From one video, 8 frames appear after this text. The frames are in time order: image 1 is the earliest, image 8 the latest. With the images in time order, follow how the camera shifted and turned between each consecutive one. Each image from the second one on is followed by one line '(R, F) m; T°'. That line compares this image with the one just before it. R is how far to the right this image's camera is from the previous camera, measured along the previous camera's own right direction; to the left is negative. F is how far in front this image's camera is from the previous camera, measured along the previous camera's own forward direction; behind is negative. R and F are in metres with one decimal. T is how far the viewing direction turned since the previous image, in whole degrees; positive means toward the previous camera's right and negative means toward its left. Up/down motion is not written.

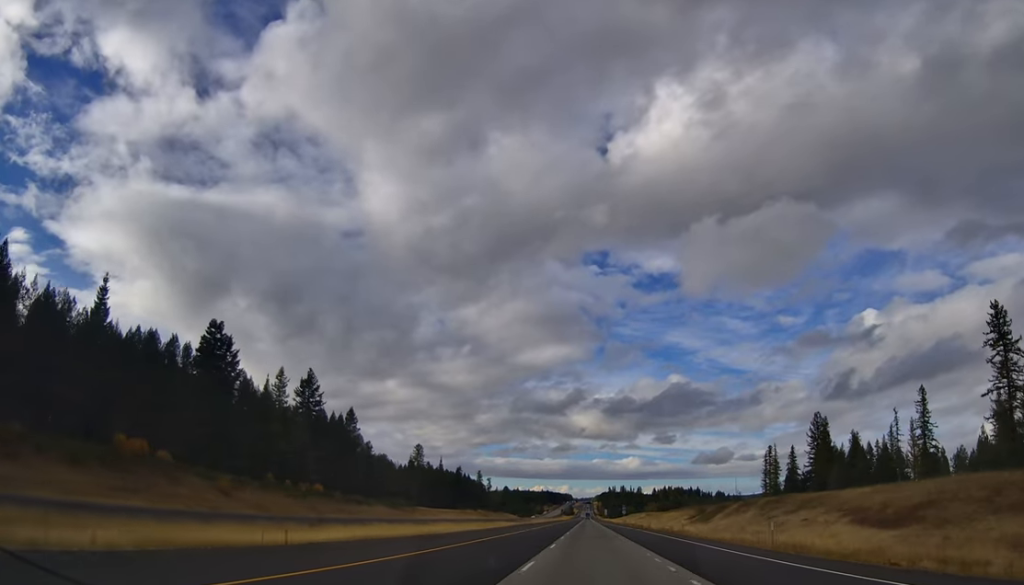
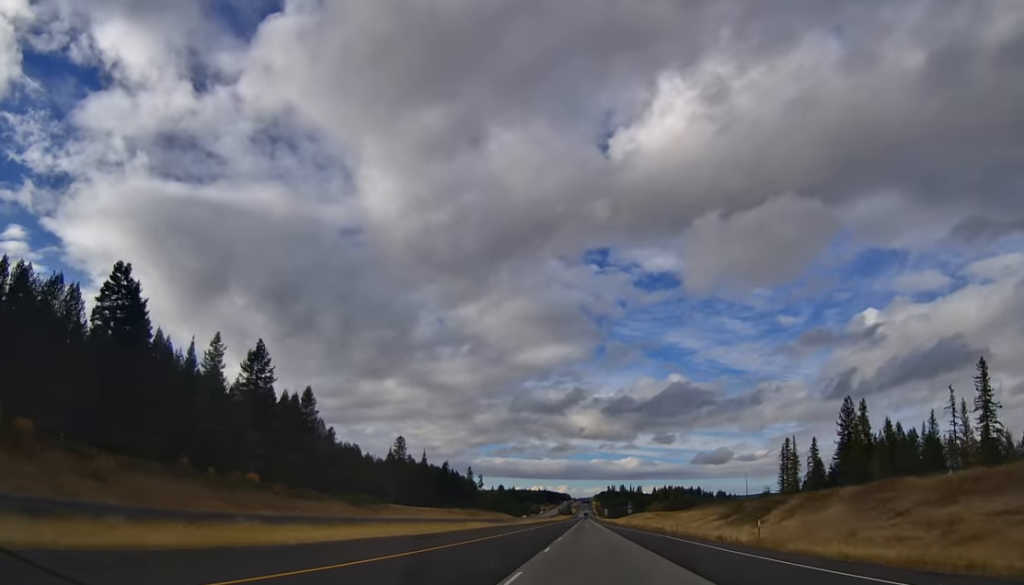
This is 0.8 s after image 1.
(+0.2, +27.8) m; 0°
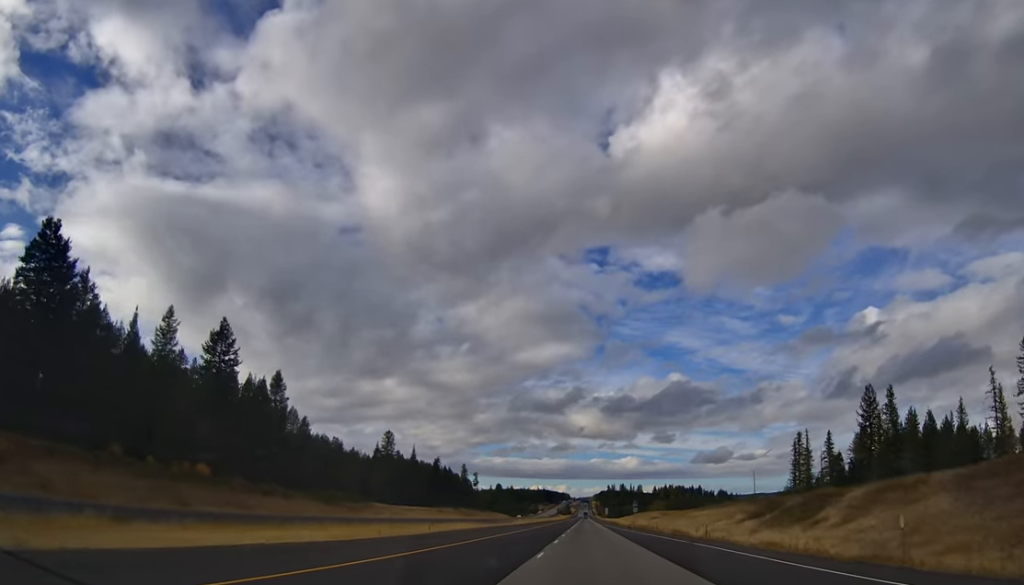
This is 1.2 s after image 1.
(+0.2, +15.8) m; 0°
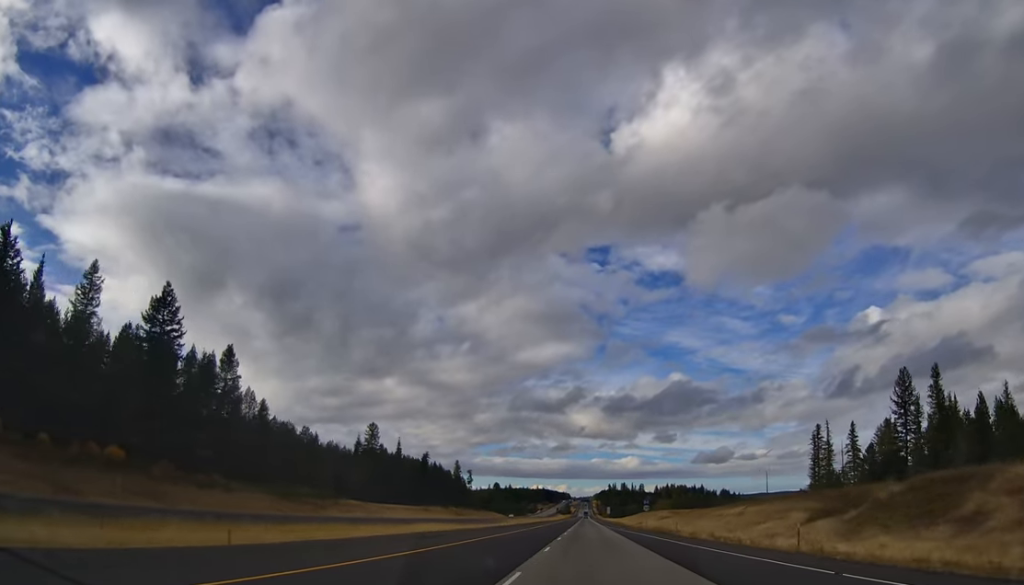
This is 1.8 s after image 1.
(-0.3, +20.8) m; 0°
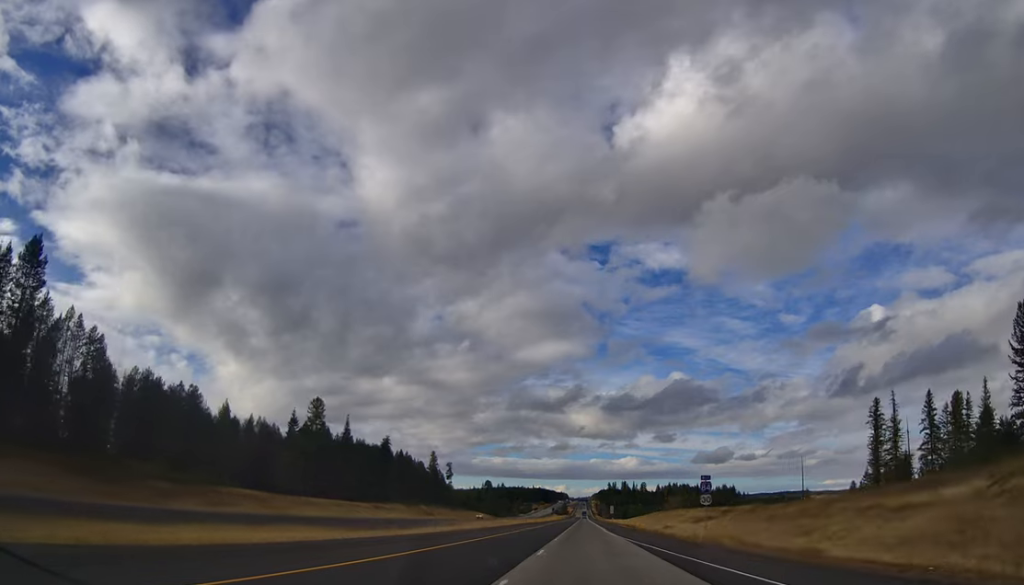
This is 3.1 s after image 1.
(-0.2, +50.3) m; +1°
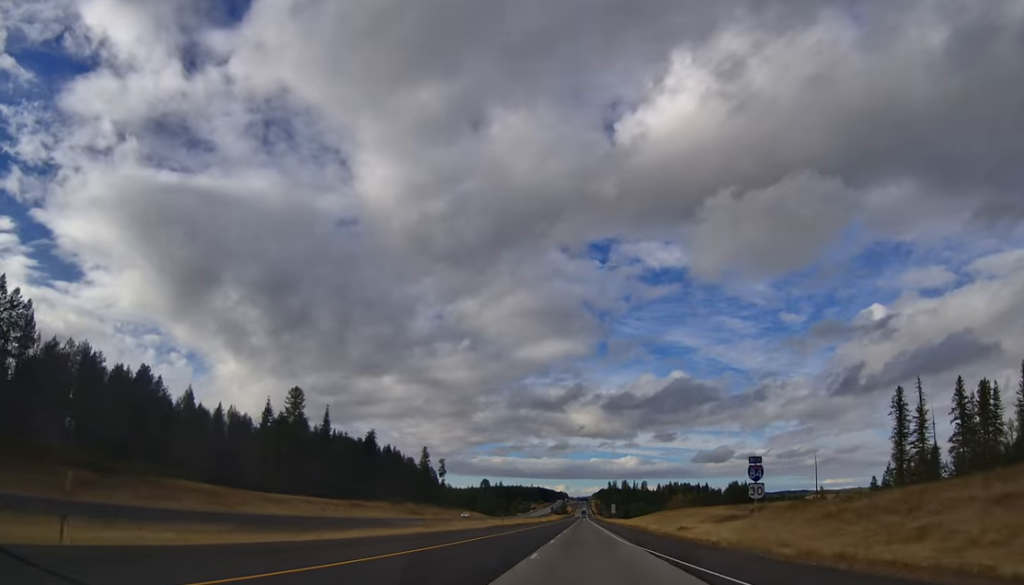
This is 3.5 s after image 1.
(+0.1, +14.7) m; 0°
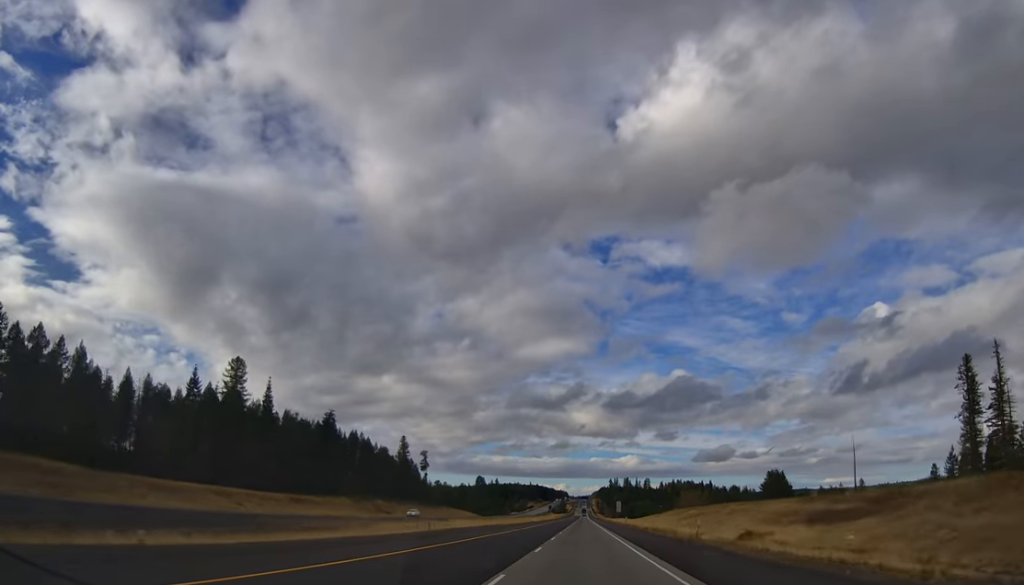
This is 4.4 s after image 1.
(+0.2, +33.1) m; 0°
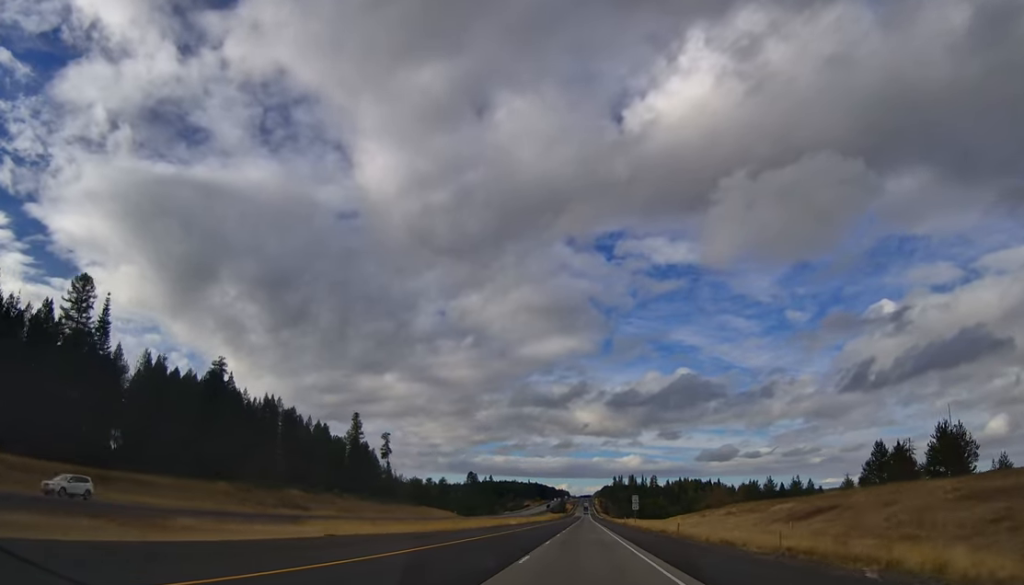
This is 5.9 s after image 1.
(-0.6, +54.2) m; -1°
